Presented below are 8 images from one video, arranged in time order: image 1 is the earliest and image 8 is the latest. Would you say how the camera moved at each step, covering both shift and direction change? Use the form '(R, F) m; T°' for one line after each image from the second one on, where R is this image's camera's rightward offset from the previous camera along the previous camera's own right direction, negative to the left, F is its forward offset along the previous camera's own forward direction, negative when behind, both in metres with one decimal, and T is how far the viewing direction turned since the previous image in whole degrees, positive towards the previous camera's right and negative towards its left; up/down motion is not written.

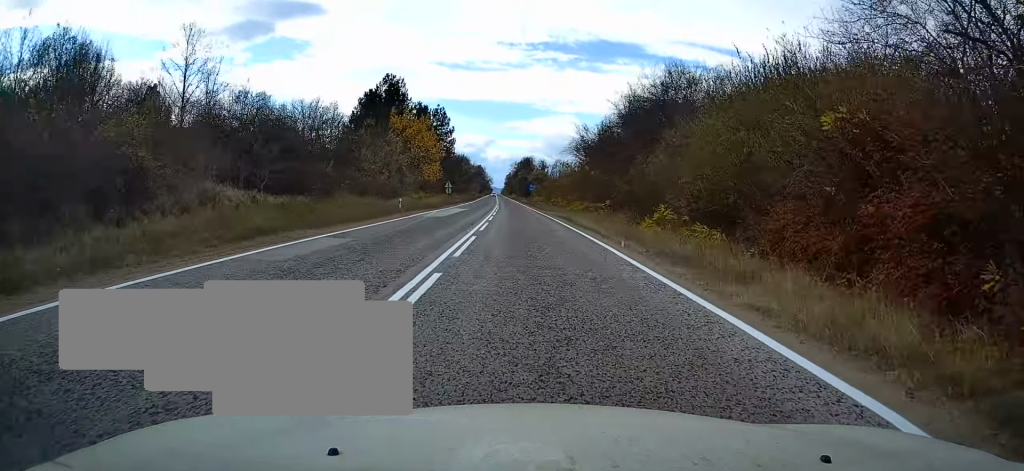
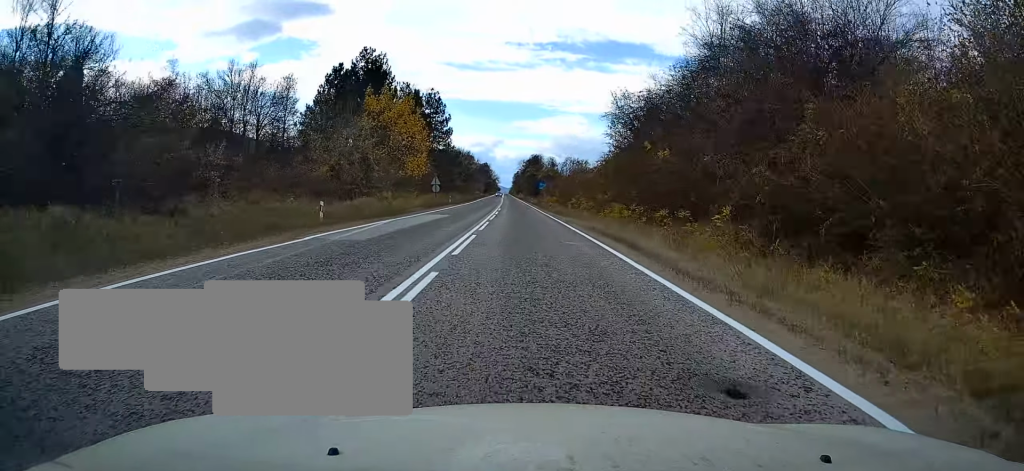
(-0.2, +17.5) m; -1°
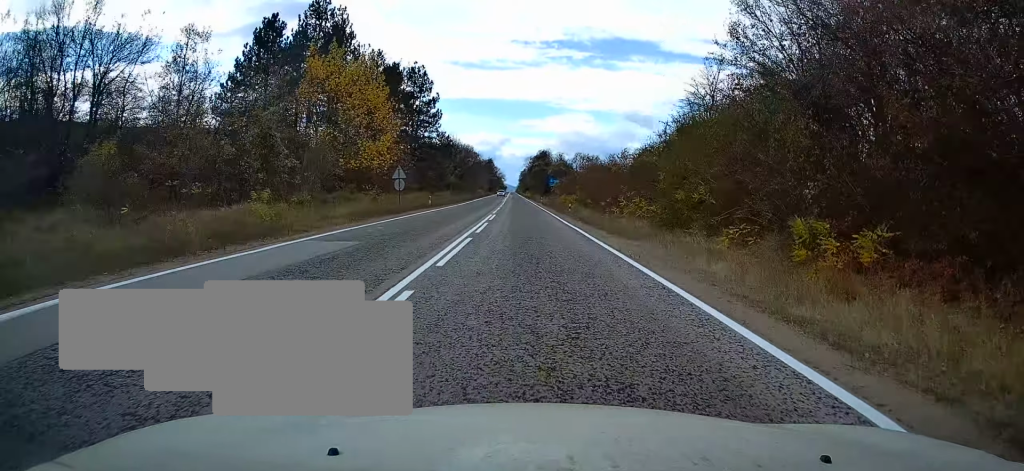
(-0.2, +20.2) m; -1°
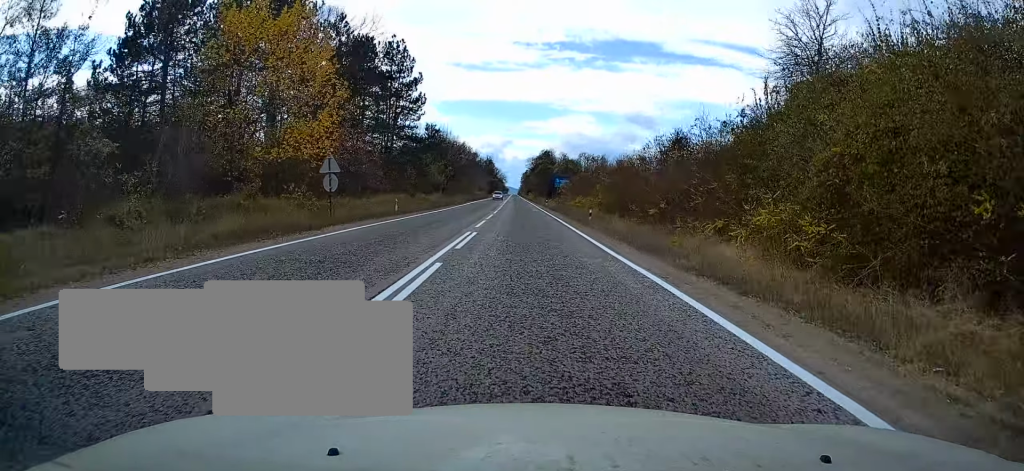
(0.0, +14.7) m; 0°
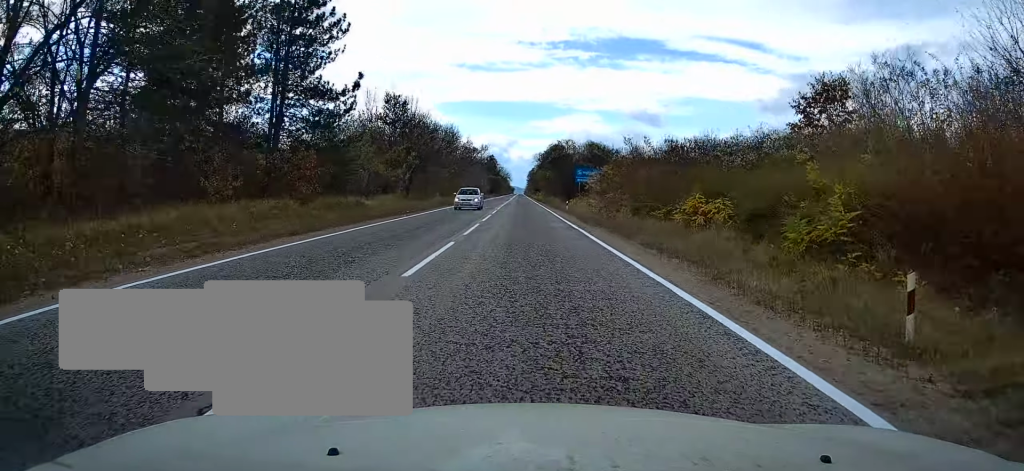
(0.0, +31.2) m; -1°
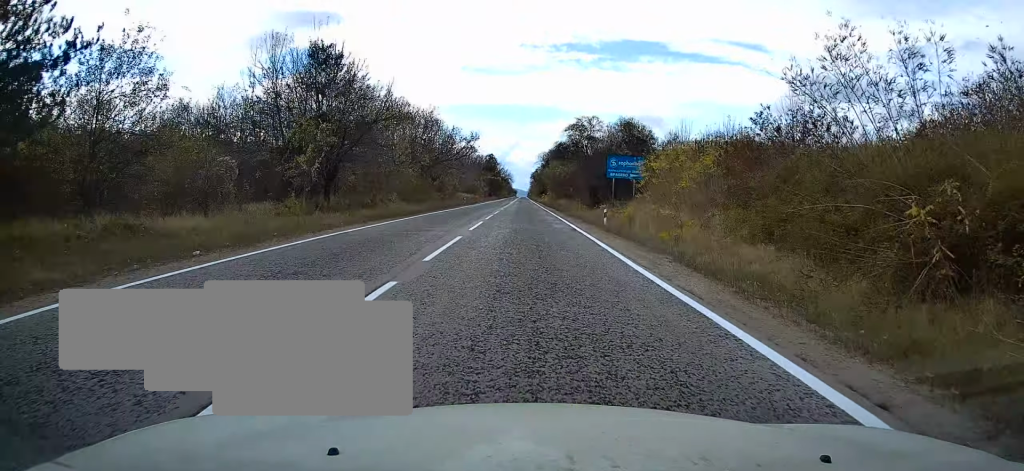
(-0.4, +24.8) m; -1°
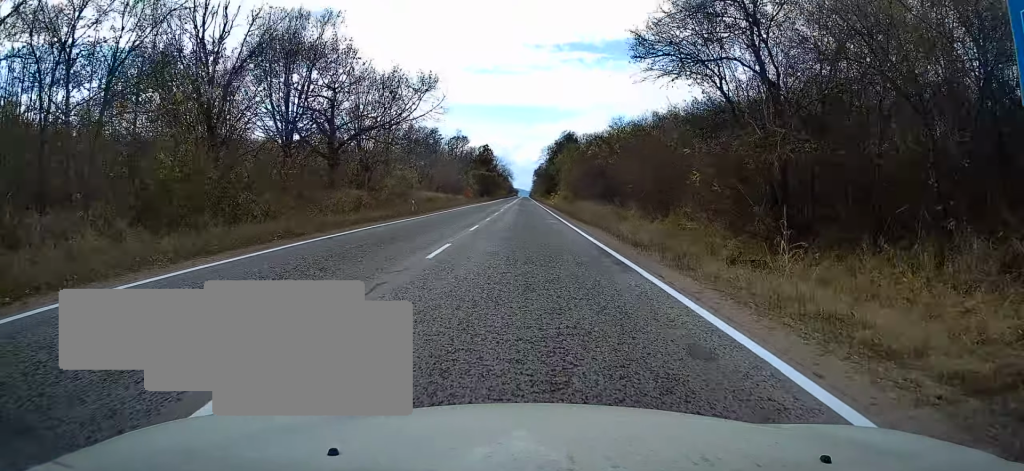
(0.0, +38.6) m; +1°
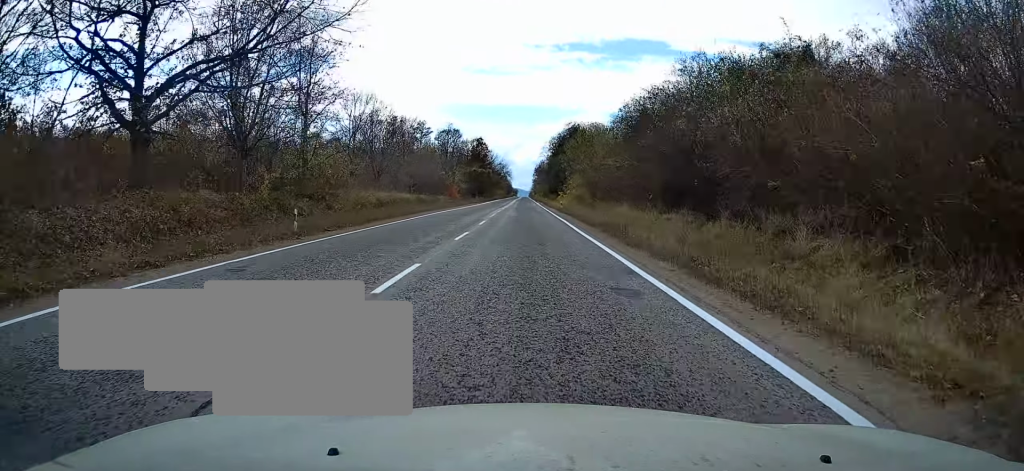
(+0.4, +22.1) m; 0°
